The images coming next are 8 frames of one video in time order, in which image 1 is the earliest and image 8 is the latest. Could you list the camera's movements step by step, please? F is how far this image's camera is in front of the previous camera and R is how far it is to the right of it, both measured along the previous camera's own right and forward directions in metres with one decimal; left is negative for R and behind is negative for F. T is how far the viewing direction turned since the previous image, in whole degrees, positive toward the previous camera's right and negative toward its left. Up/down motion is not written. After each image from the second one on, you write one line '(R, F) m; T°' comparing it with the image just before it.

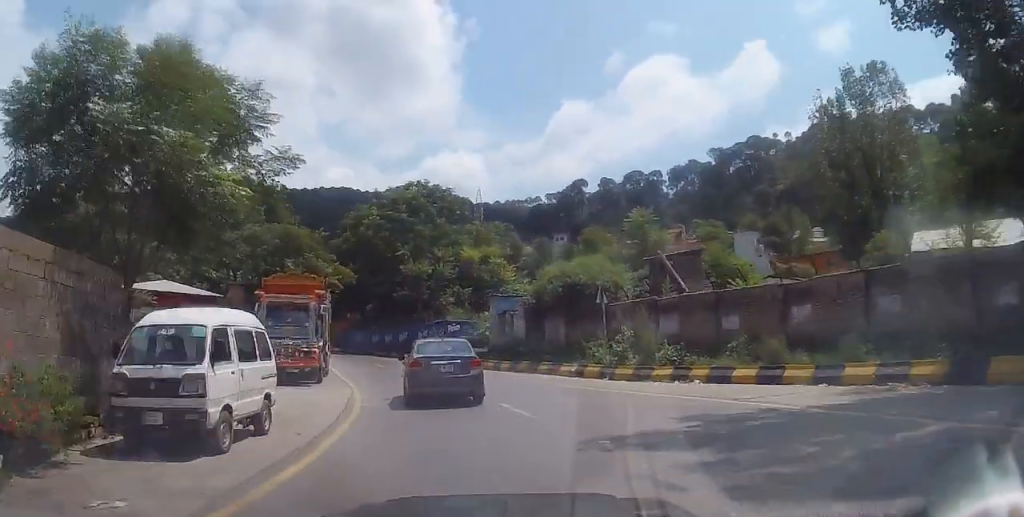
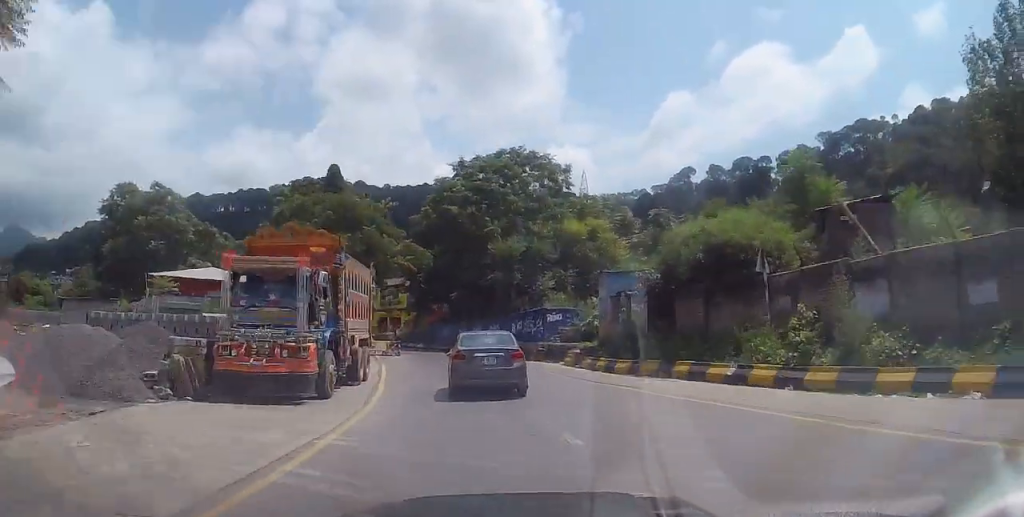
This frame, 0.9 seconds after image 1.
(-0.9, +9.0) m; -7°
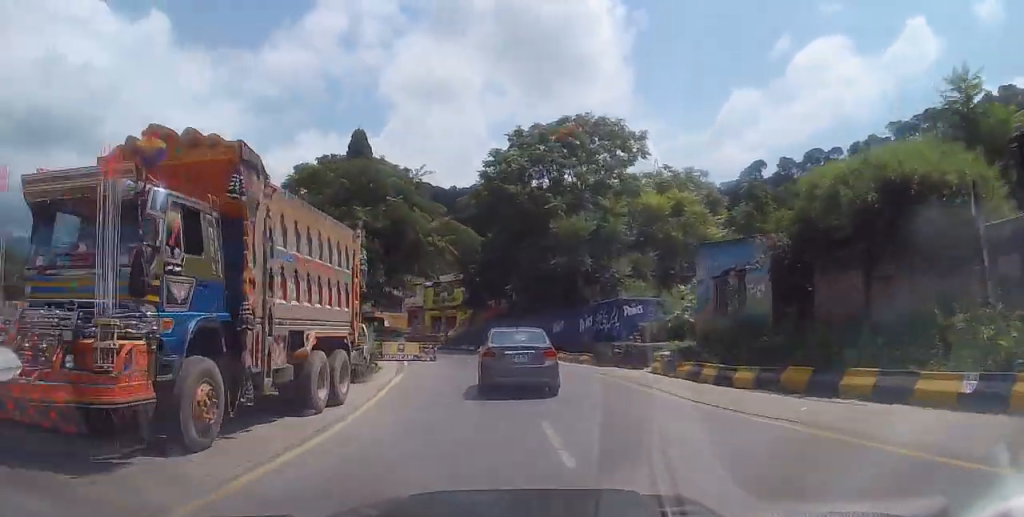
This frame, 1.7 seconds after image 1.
(-0.3, +7.8) m; -5°
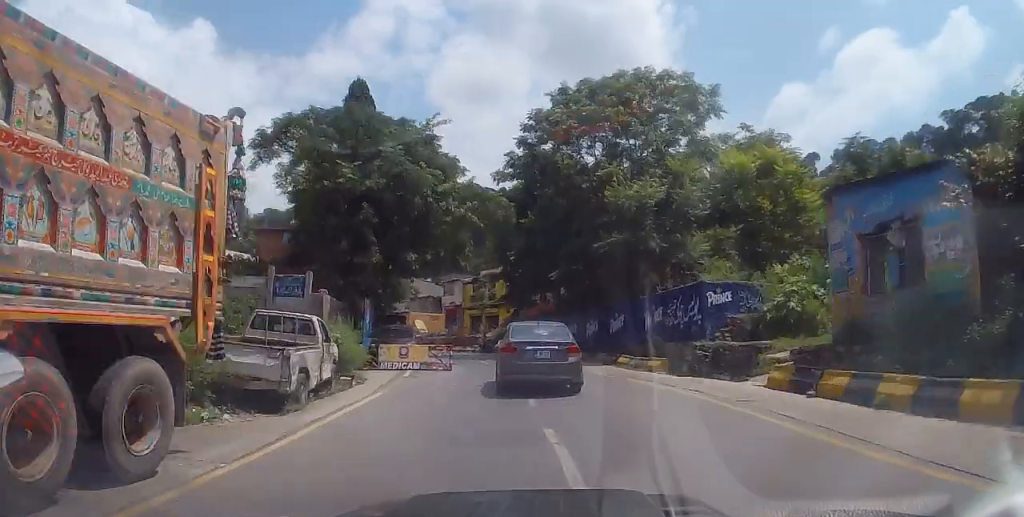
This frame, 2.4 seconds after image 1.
(-0.2, +7.4) m; -5°
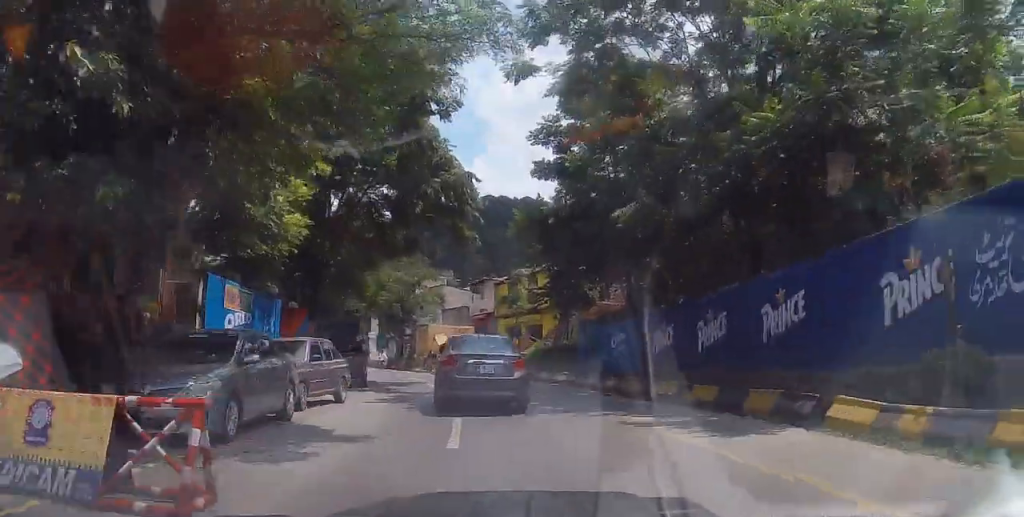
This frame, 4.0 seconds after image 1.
(-1.3, +15.8) m; -8°
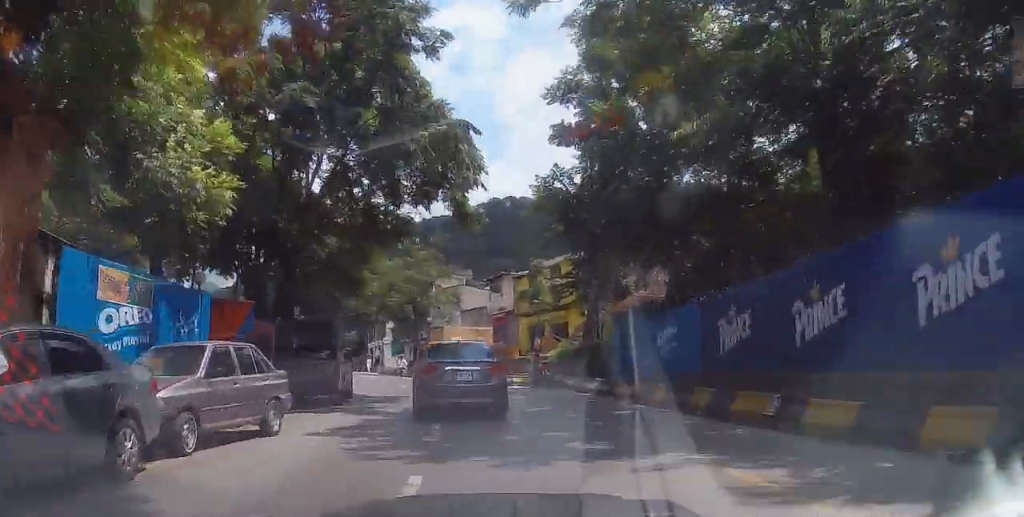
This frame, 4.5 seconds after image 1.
(-0.1, +4.8) m; -3°
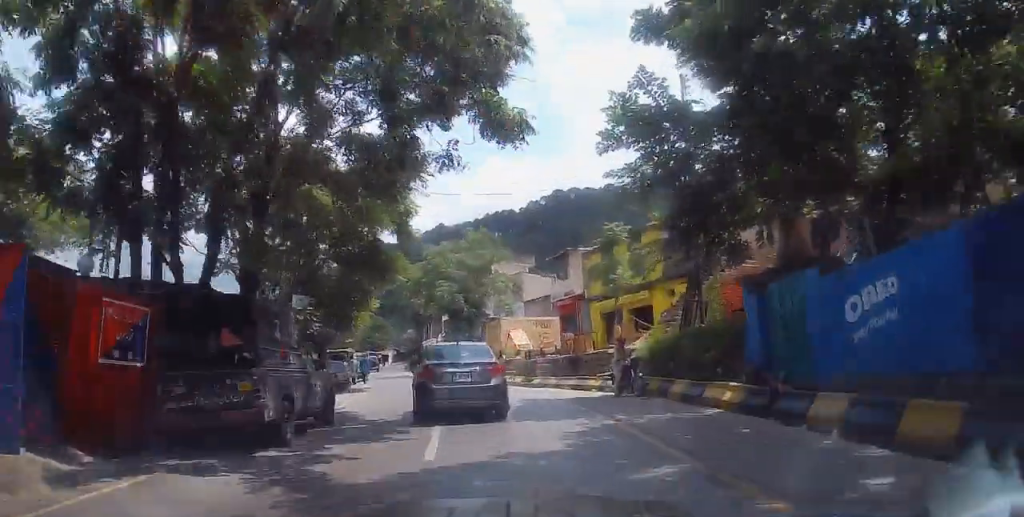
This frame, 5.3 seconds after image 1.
(-0.3, +7.7) m; -5°
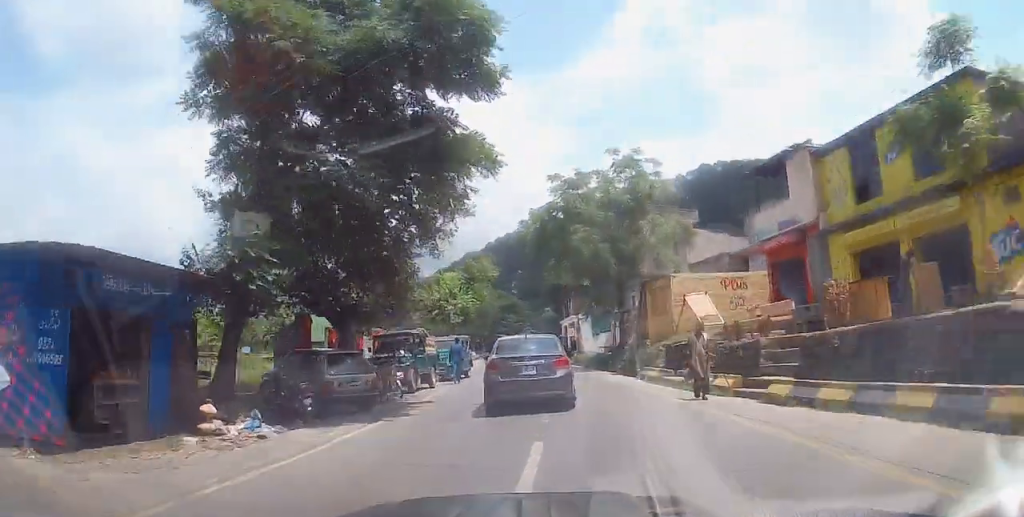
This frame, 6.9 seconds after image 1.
(-1.5, +14.8) m; -11°
